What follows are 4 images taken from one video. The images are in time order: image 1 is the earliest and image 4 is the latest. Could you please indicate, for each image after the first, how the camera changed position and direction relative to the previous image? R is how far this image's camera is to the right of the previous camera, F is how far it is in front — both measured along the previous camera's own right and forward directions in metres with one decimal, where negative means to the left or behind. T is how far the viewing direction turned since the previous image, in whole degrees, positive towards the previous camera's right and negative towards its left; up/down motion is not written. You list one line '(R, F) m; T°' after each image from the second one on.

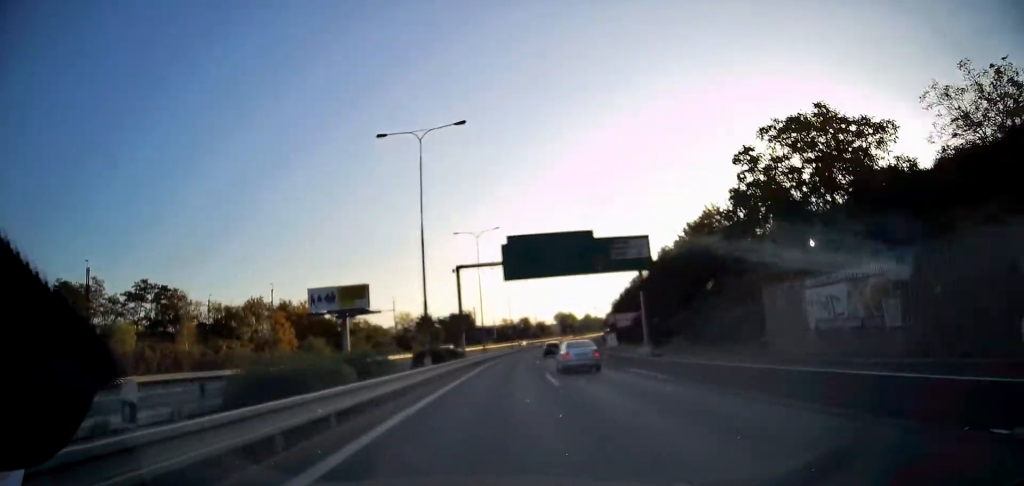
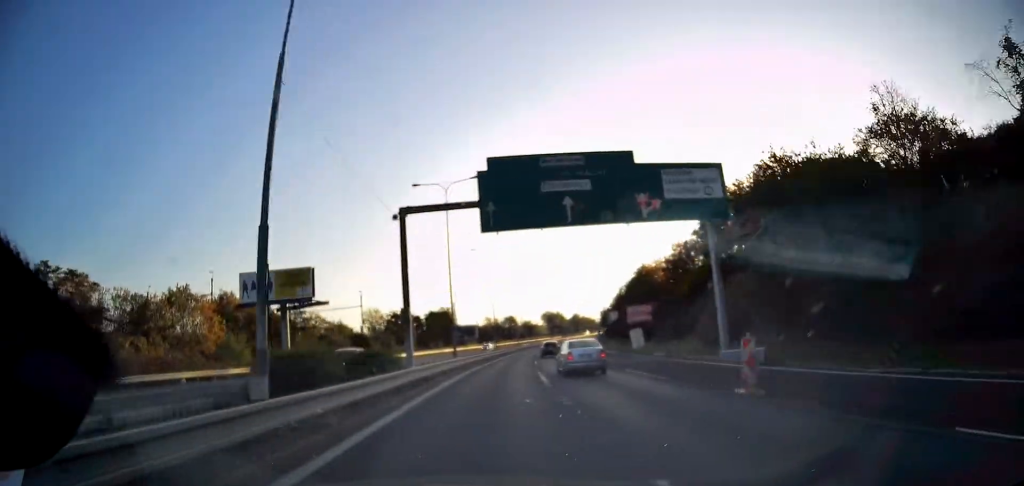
(+0.1, +17.7) m; +1°
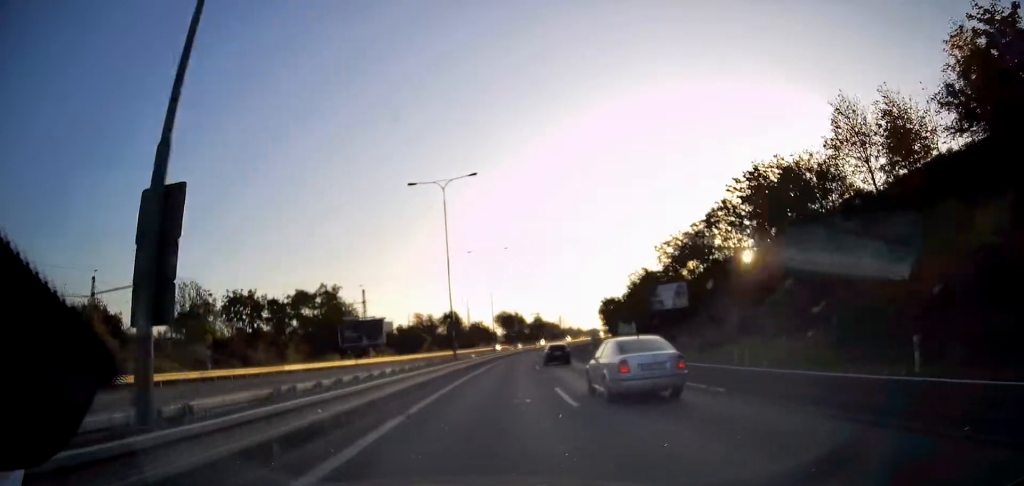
(+2.4, +60.7) m; +5°
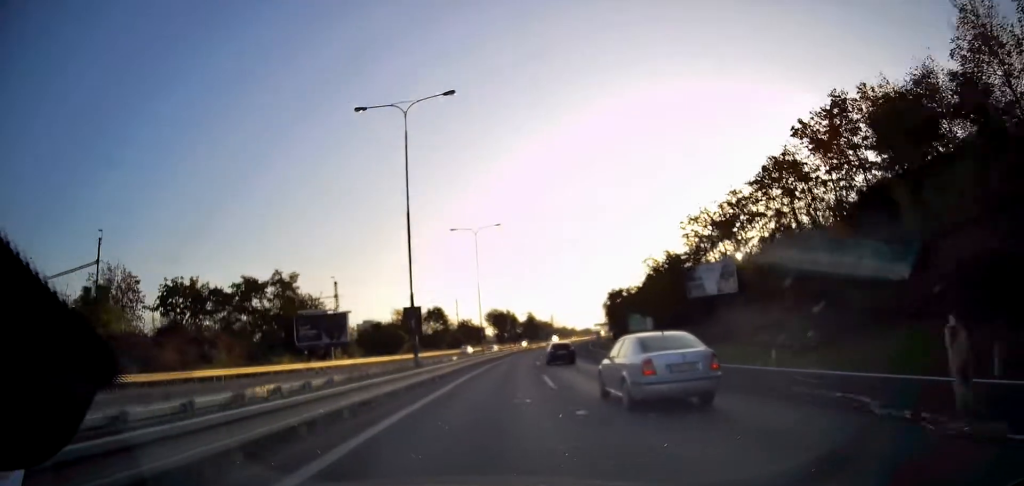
(+0.2, +12.7) m; +1°
